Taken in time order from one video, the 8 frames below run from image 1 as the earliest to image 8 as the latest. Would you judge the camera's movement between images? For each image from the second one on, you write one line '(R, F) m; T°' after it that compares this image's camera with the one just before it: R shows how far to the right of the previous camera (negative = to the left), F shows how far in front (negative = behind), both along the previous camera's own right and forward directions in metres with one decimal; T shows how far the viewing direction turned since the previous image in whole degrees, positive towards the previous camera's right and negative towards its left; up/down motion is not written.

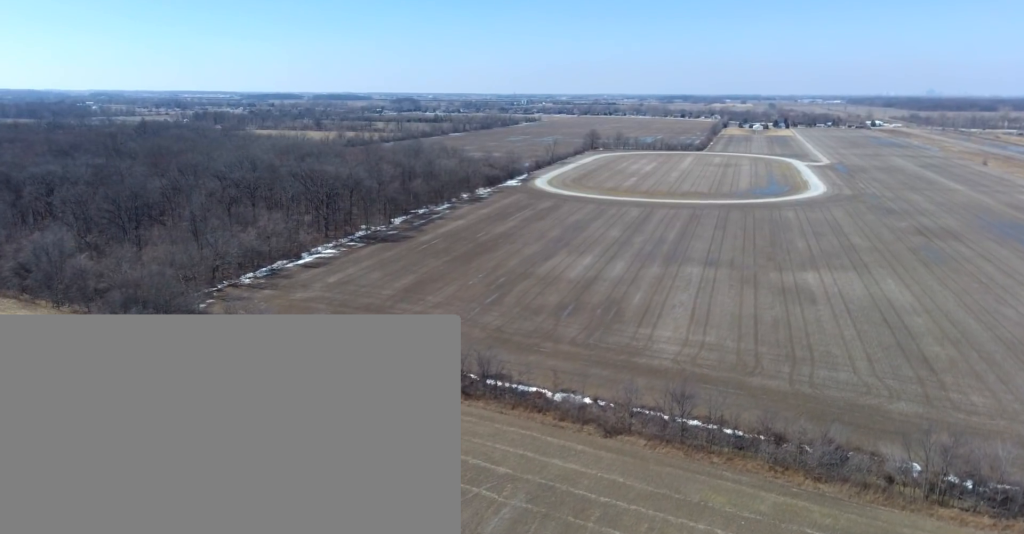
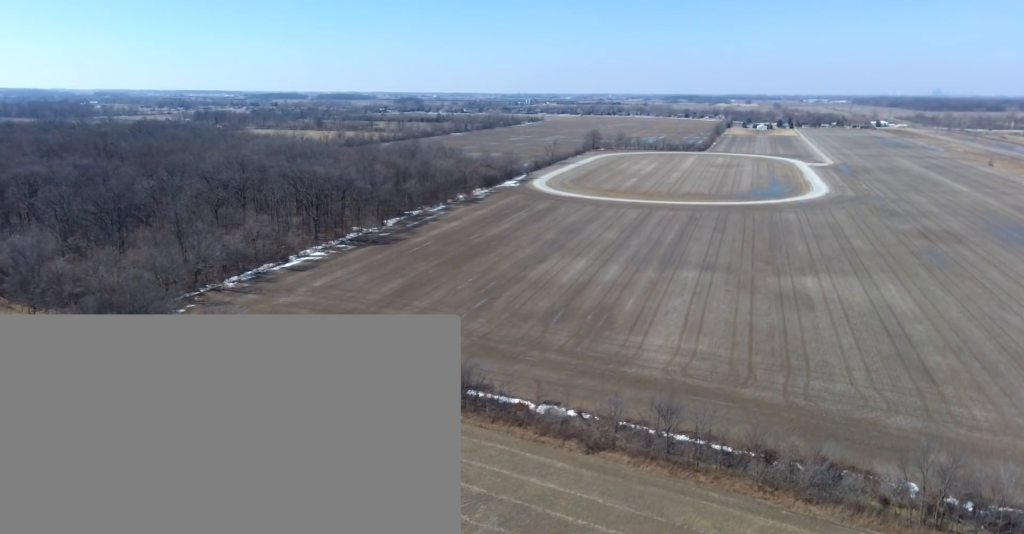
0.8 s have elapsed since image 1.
(+0.1, +7.2) m; +1°
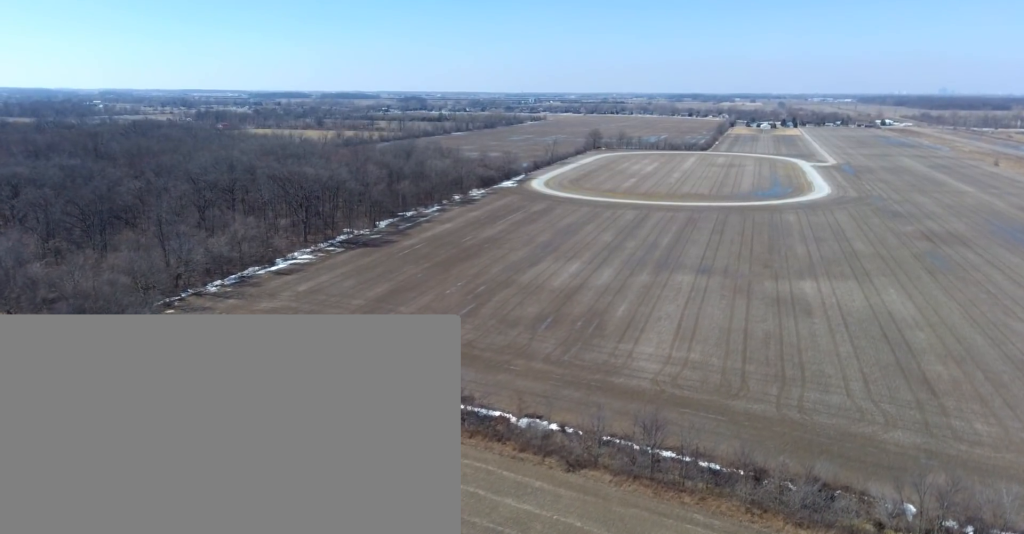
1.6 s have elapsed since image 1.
(0.0, +7.4) m; 0°
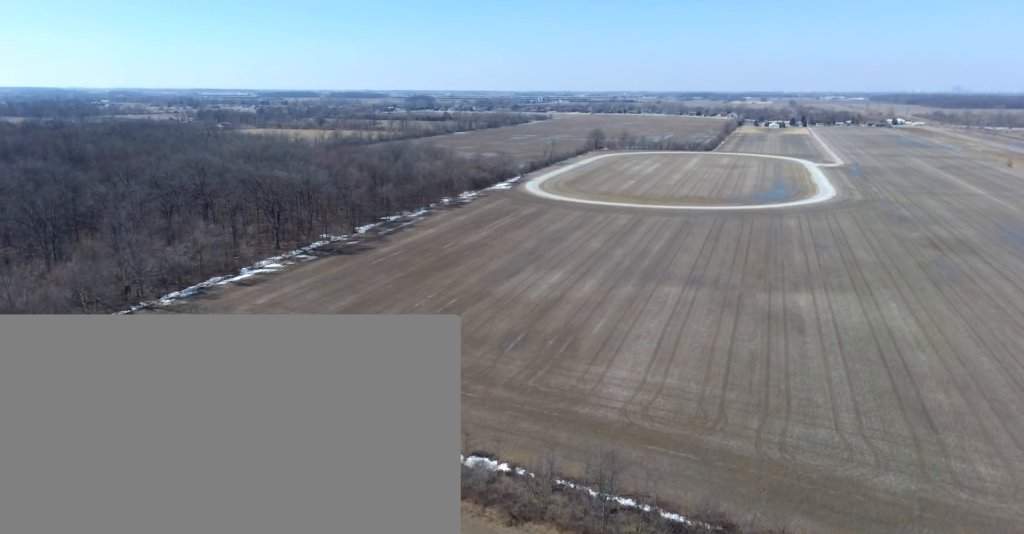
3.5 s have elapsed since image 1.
(0.0, +18.0) m; 0°
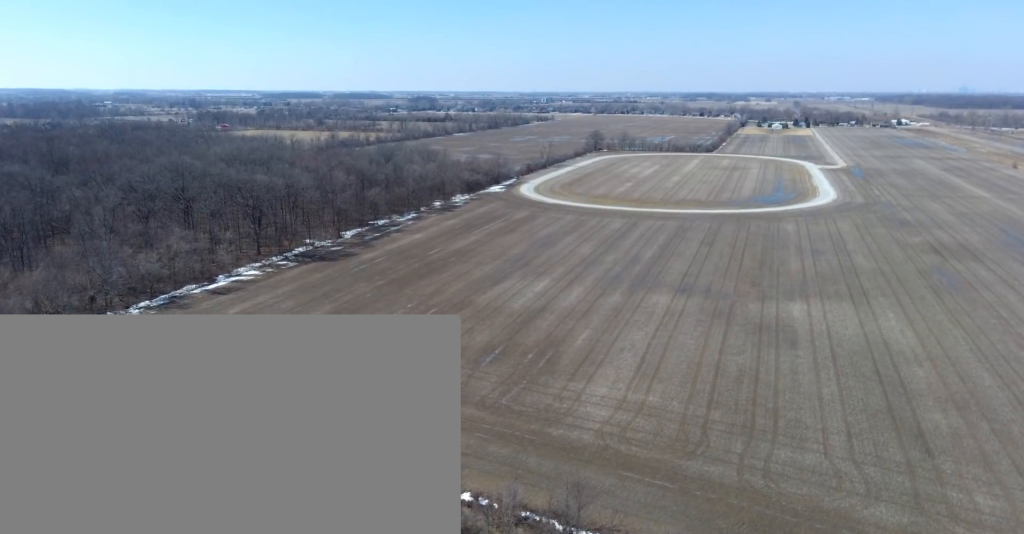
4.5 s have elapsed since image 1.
(0.0, +10.1) m; 0°
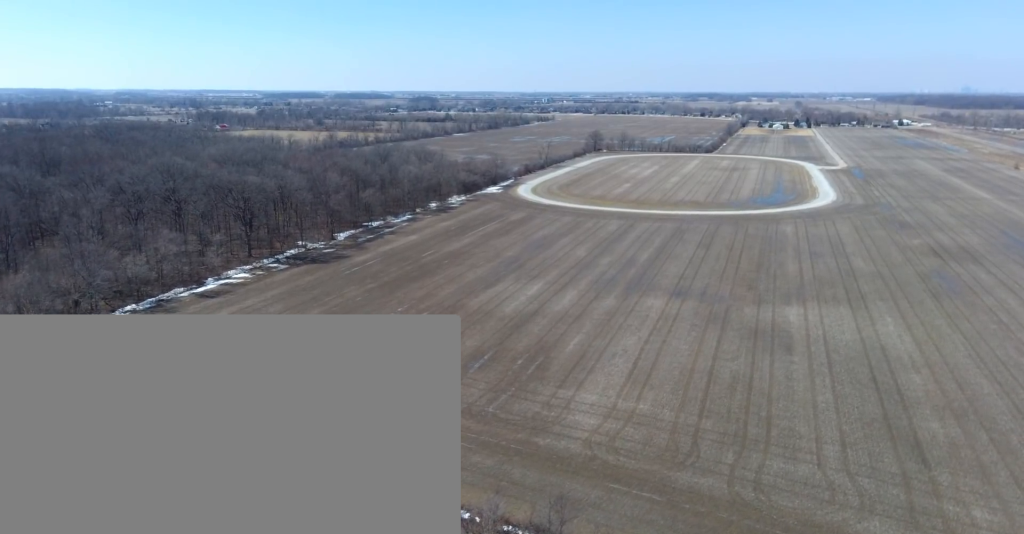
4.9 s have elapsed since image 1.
(0.0, +4.1) m; 0°
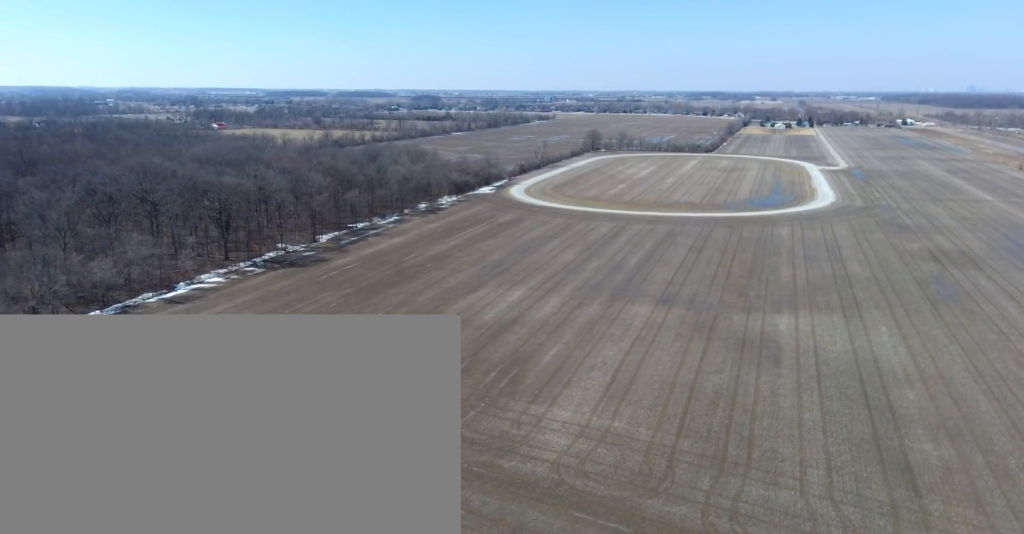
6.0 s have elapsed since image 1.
(-0.1, +10.1) m; -1°
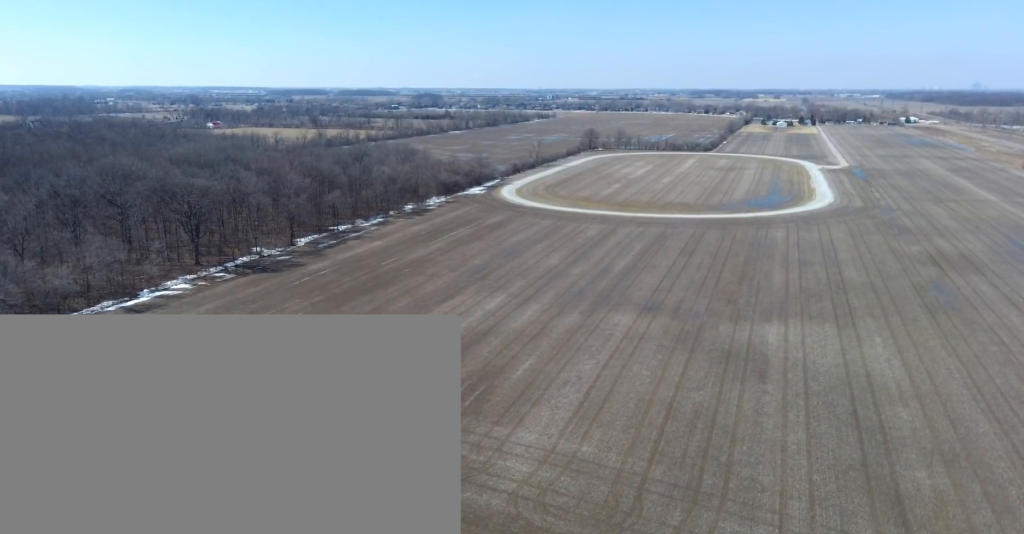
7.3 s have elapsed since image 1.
(0.0, +11.5) m; 0°
